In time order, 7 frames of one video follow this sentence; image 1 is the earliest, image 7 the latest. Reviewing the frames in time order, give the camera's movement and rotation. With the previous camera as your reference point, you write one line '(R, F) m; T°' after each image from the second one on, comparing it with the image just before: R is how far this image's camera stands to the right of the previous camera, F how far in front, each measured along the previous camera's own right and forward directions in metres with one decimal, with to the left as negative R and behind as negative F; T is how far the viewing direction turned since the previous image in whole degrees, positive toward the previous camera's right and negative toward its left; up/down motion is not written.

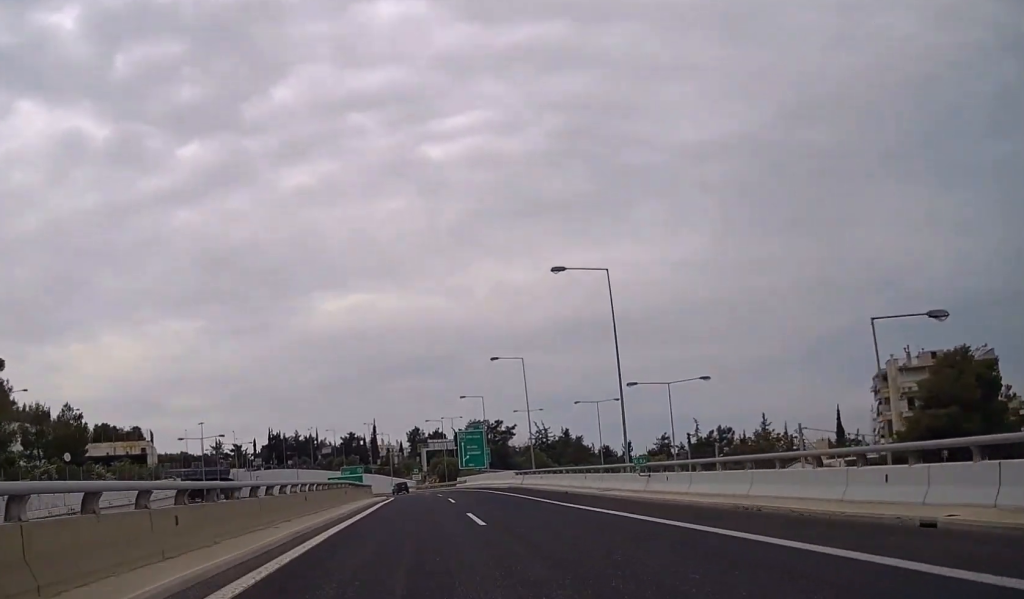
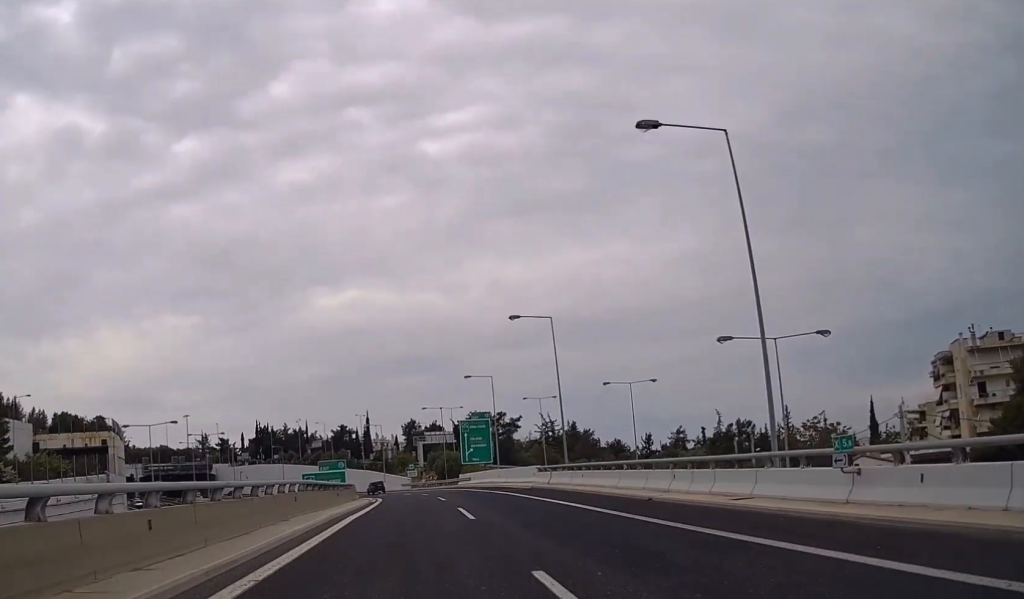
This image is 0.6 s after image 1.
(-0.1, +15.4) m; 0°
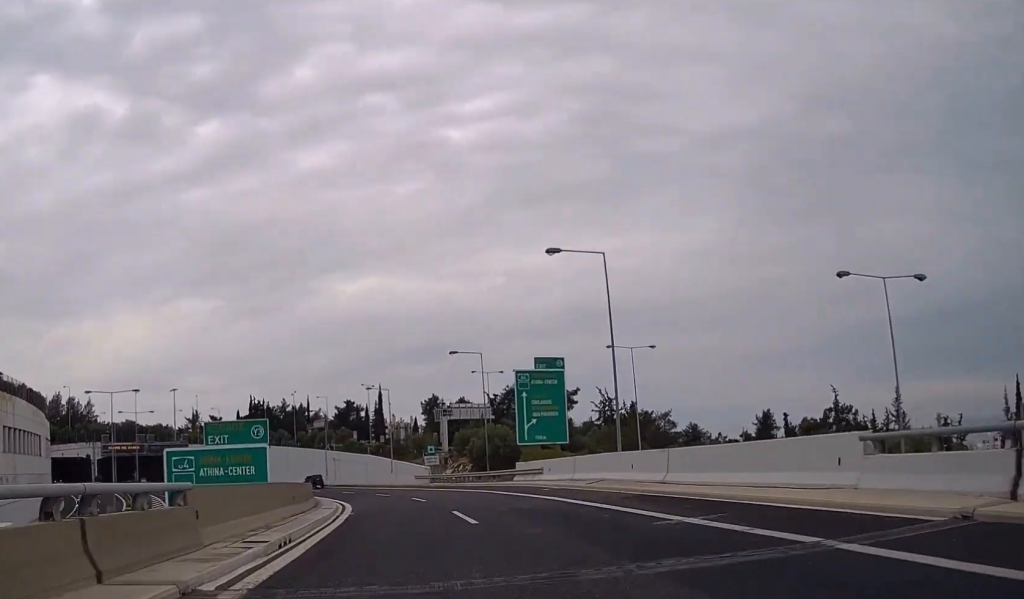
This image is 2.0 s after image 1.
(+0.5, +40.2) m; 0°
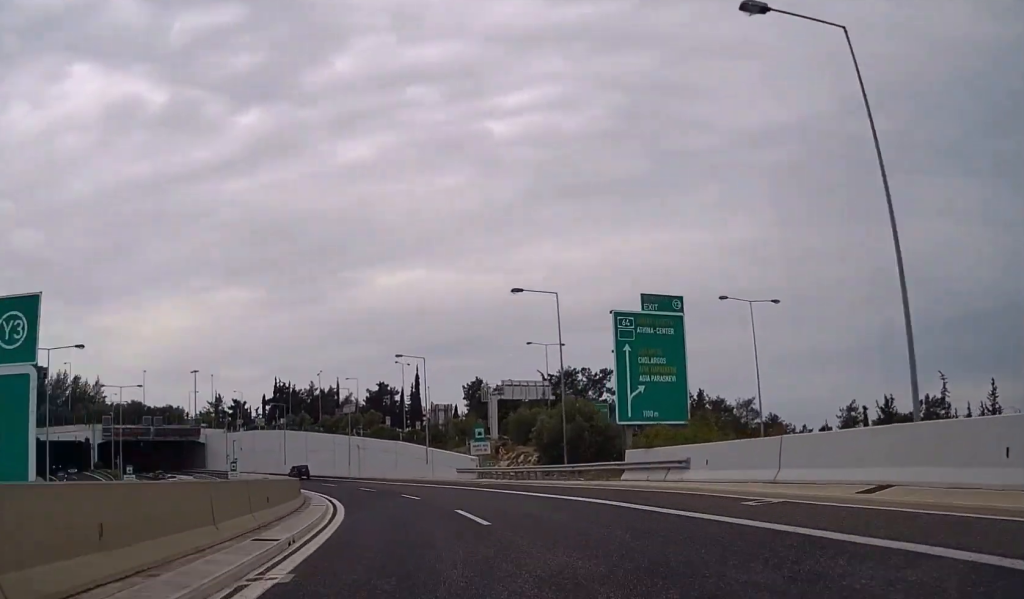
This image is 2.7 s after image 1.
(0.0, +19.1) m; -1°
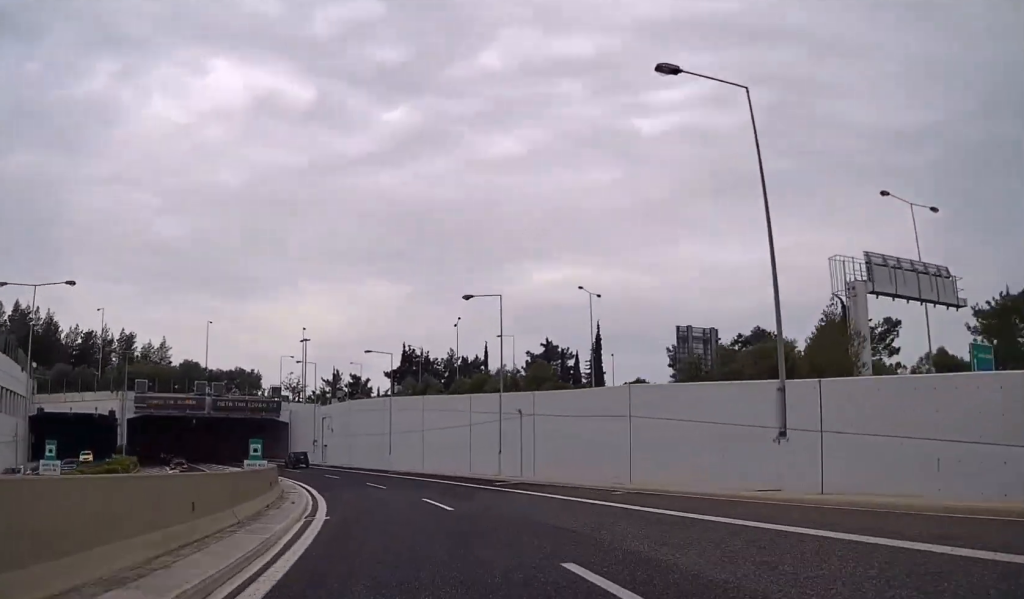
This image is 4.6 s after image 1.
(-2.3, +51.0) m; -9°
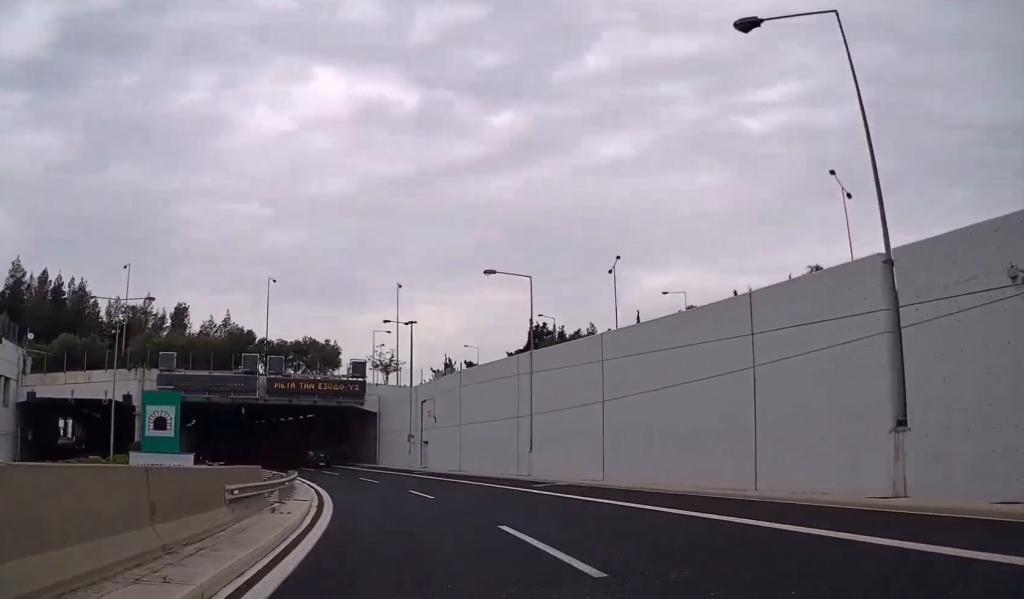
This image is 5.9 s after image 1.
(-3.5, +32.6) m; -10°
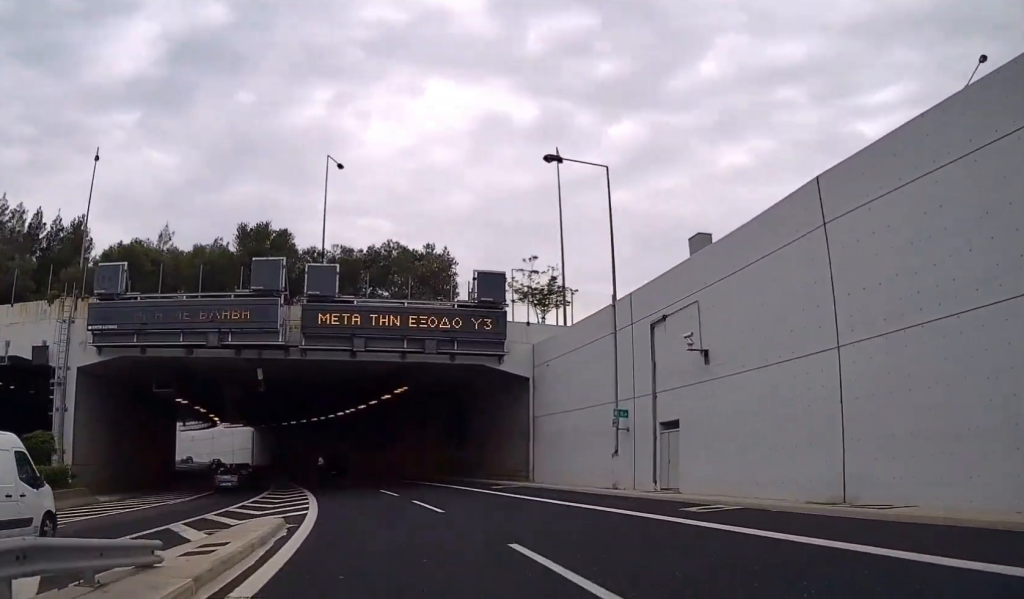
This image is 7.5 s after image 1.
(-2.5, +40.2) m; -7°
